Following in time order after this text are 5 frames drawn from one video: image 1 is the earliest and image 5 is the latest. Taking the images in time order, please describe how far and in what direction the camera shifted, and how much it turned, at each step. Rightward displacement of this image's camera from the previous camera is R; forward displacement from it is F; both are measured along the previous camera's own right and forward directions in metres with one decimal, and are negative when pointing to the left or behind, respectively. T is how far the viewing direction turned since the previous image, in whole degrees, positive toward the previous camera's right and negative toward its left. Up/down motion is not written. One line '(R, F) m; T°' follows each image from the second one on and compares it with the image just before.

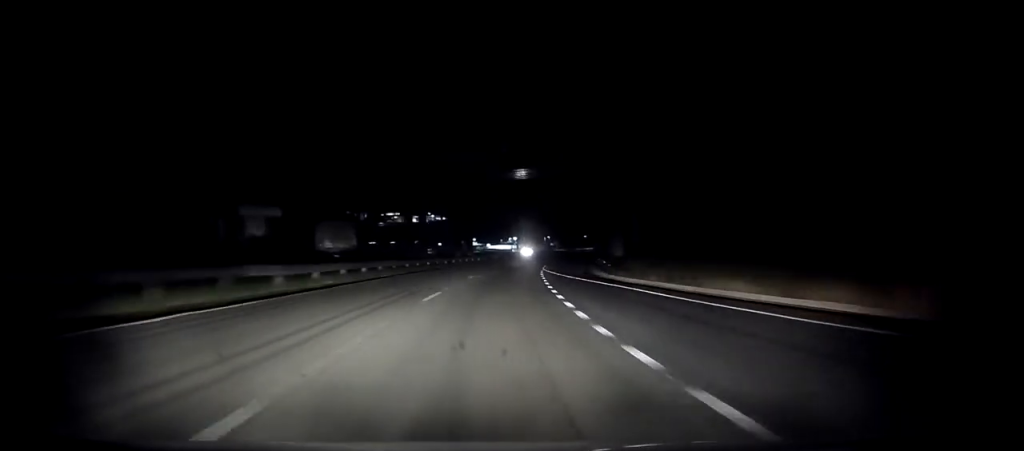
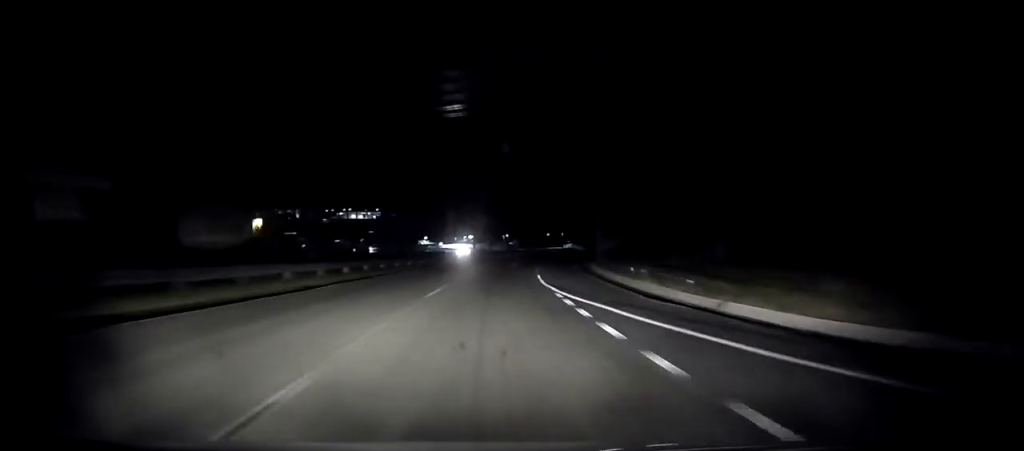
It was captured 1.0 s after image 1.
(+0.2, +30.3) m; +2°
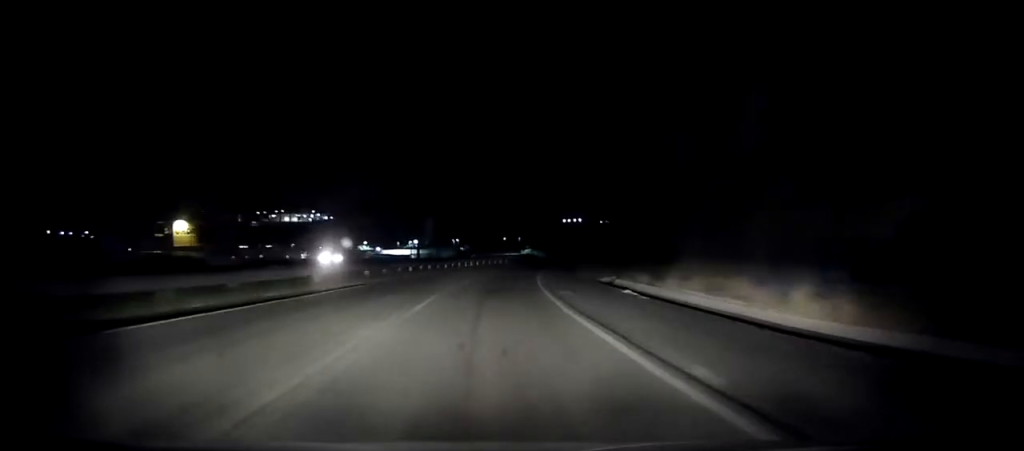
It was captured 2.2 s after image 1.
(+1.4, +36.3) m; +5°
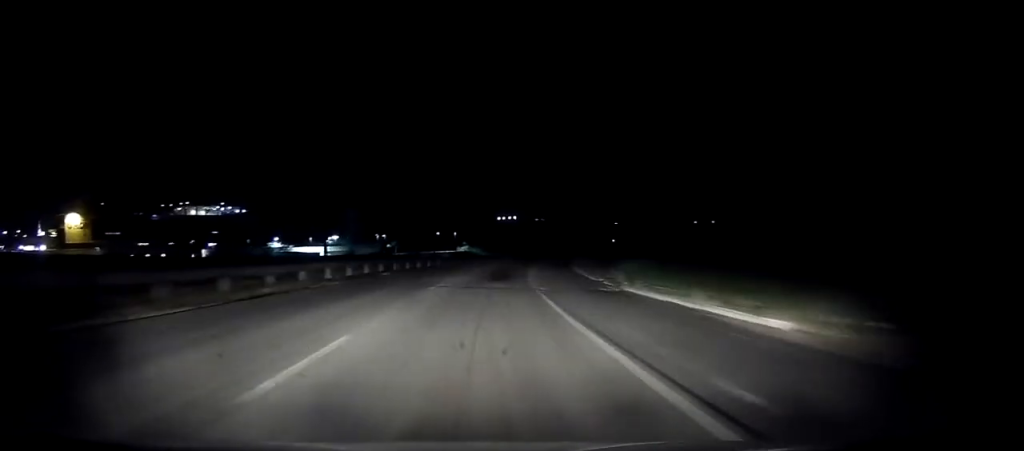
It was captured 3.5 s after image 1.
(+2.3, +39.5) m; +6°
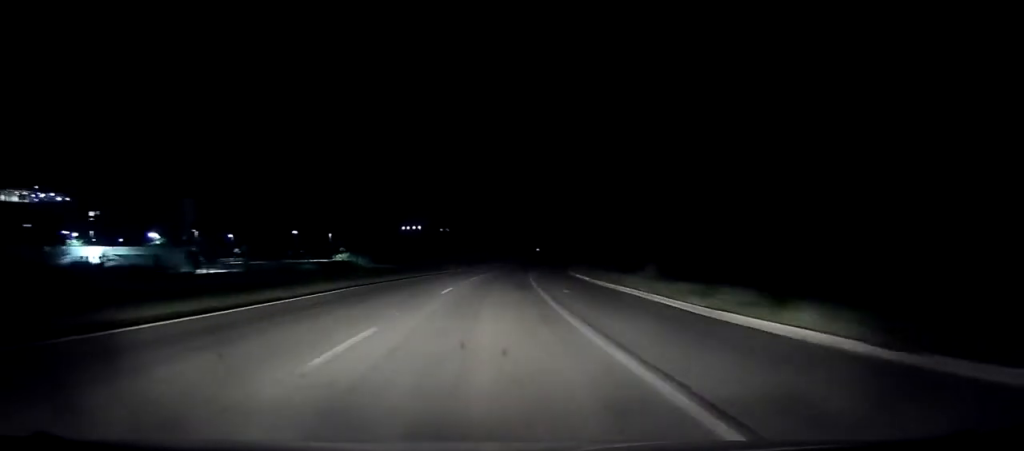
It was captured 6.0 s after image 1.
(+6.5, +77.2) m; +8°
